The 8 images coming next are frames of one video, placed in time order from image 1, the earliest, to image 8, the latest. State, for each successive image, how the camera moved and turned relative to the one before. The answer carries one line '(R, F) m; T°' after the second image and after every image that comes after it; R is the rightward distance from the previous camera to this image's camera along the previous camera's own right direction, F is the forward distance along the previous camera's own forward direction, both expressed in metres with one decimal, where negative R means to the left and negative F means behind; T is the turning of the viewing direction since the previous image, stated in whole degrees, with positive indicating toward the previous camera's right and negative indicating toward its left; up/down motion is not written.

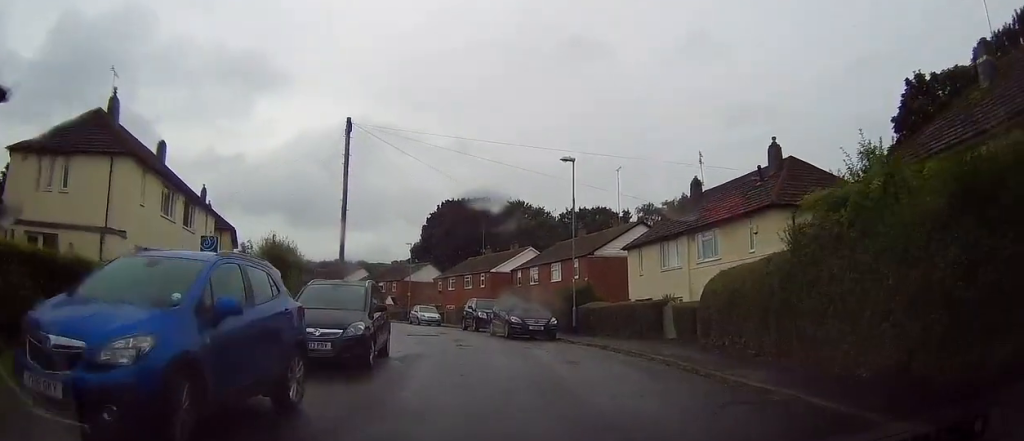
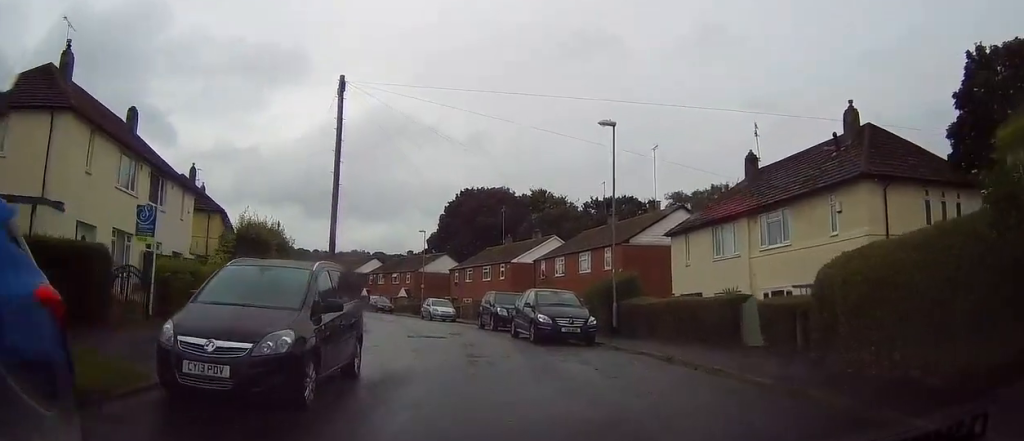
(-0.2, +5.1) m; -1°
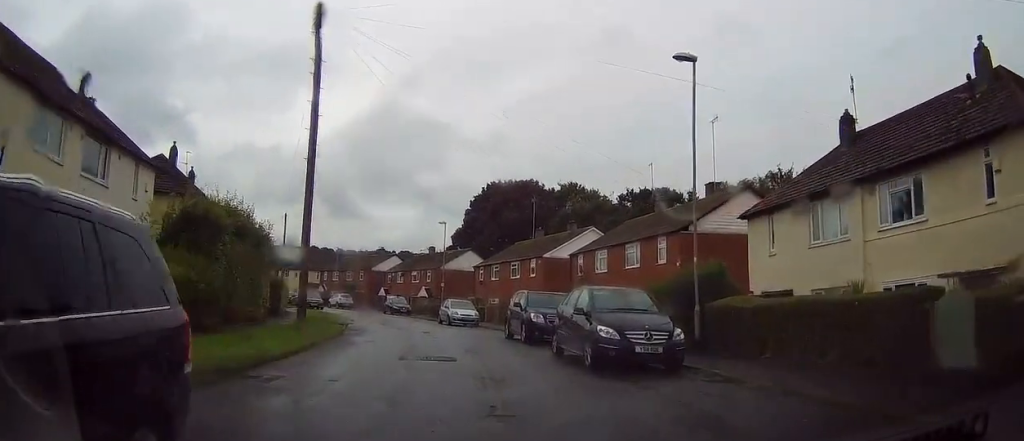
(+0.2, +6.4) m; -5°
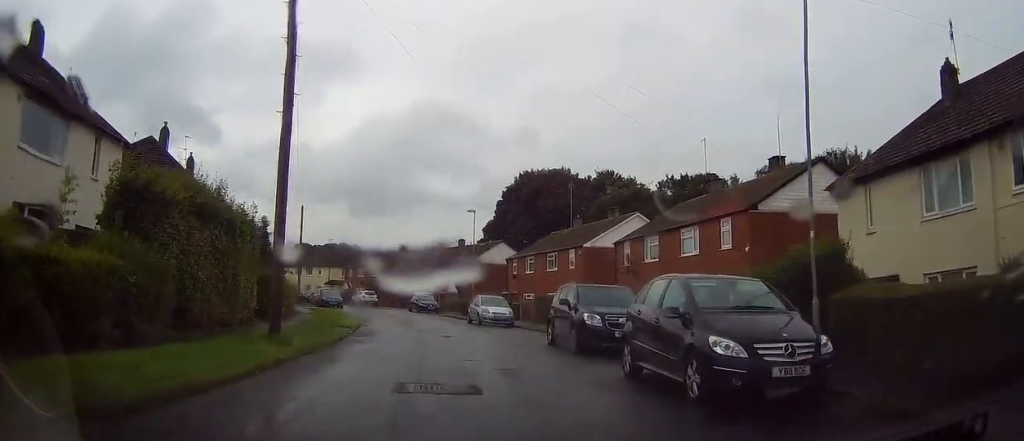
(-0.5, +4.6) m; -2°
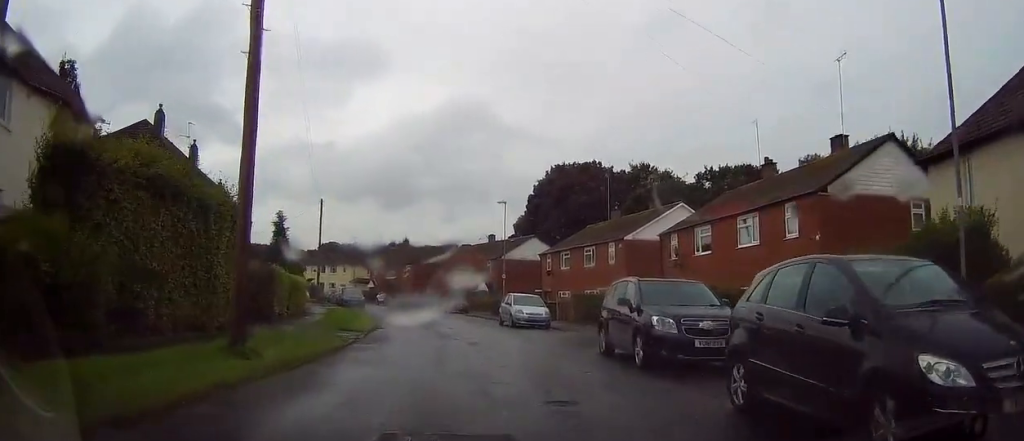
(0.0, +3.5) m; -2°
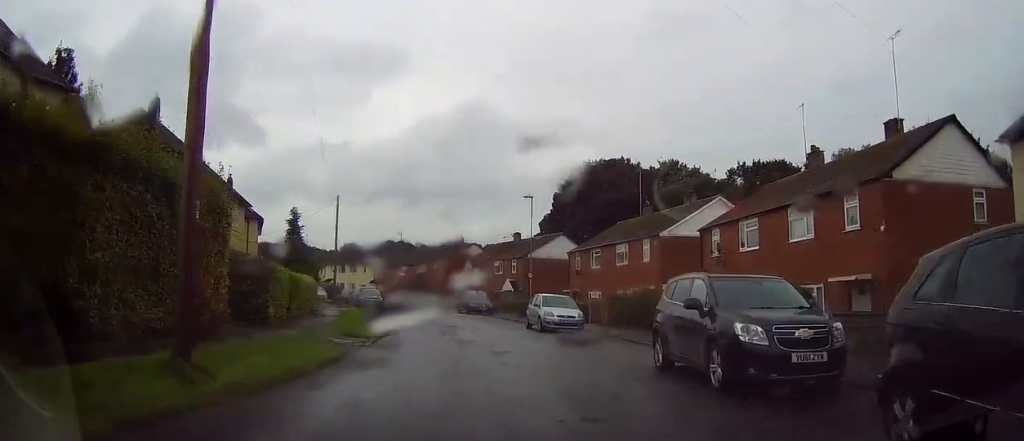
(+0.2, +2.7) m; -2°
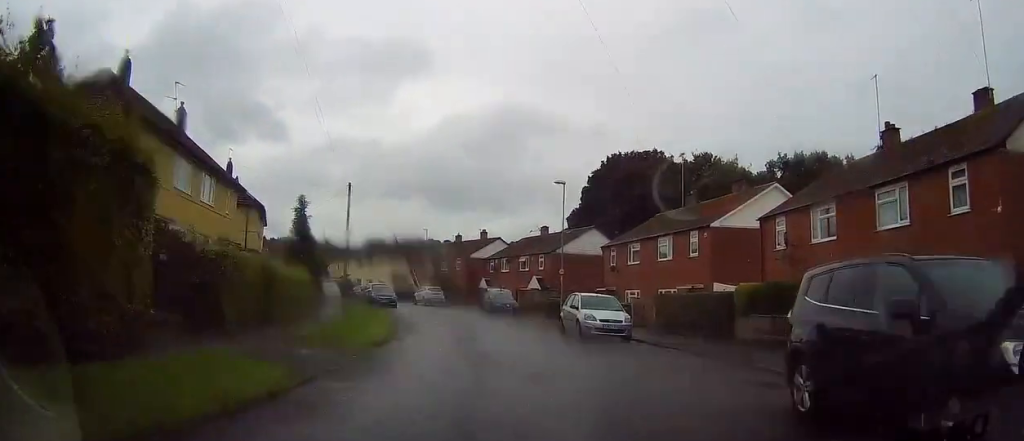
(-0.1, +4.6) m; -3°
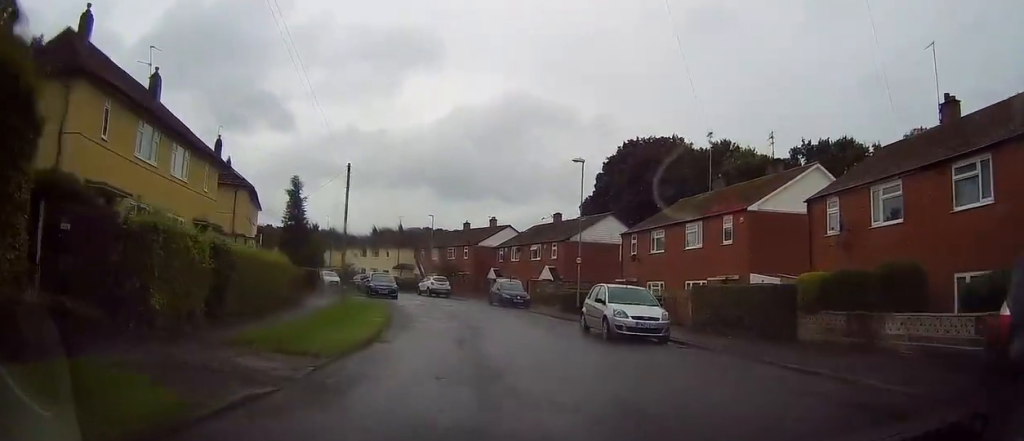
(-0.4, +3.6) m; -2°
